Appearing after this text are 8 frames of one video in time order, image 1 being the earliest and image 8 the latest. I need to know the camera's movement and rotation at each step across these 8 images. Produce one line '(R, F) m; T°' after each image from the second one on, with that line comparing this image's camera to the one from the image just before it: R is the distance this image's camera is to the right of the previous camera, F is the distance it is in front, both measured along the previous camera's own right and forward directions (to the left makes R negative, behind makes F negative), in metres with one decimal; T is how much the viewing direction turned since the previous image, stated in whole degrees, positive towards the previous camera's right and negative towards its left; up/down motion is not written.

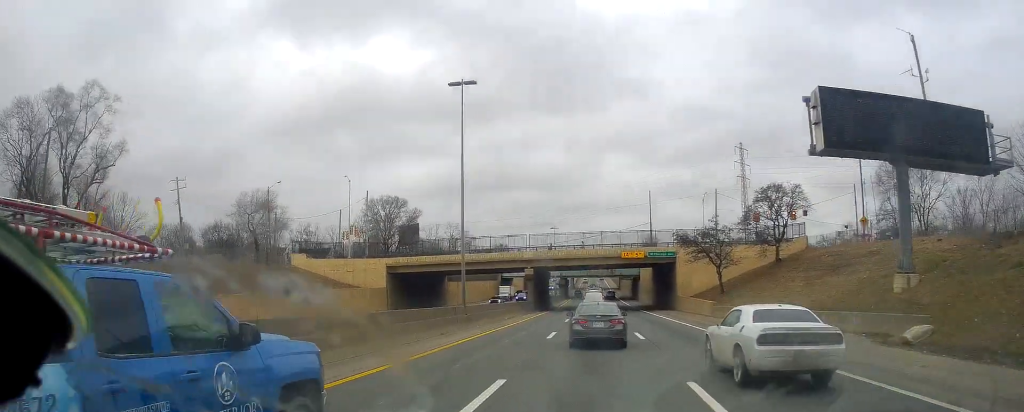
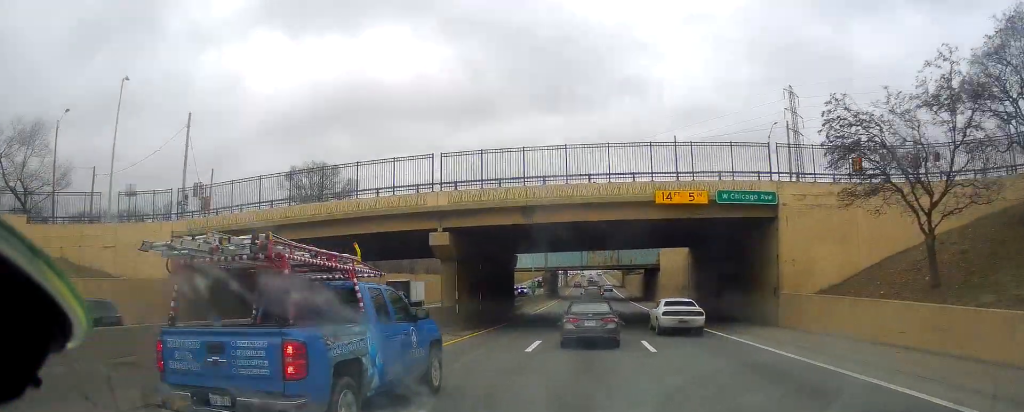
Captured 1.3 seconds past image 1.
(-0.4, +36.4) m; 0°
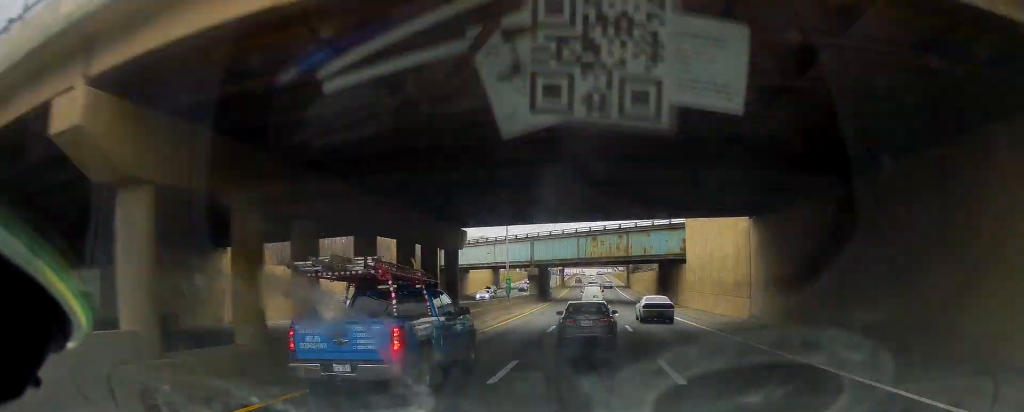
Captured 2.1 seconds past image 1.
(+0.1, +21.4) m; 0°
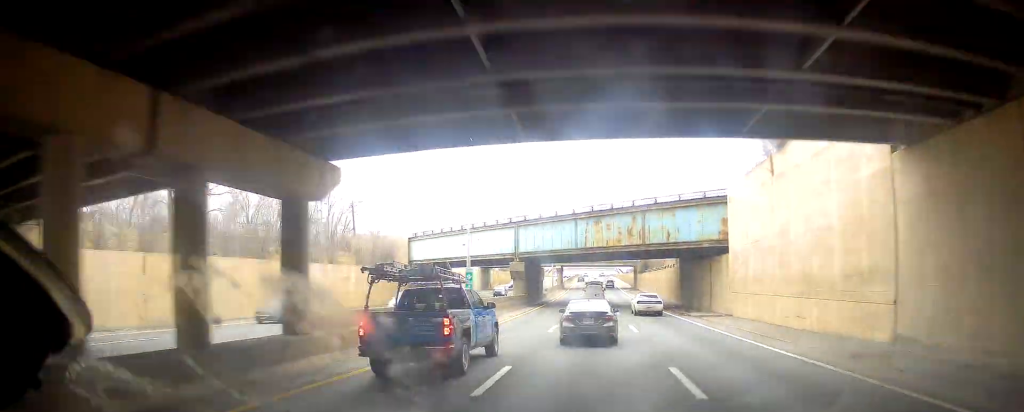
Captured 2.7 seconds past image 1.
(+0.1, +16.8) m; 0°
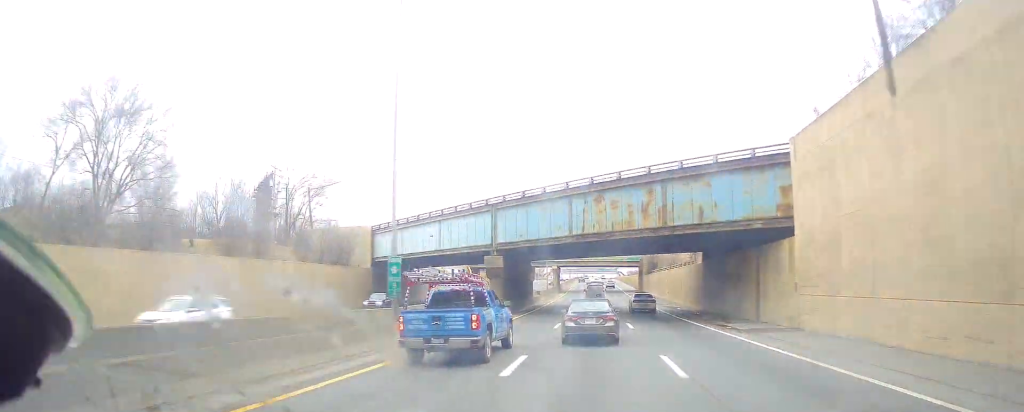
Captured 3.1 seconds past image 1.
(0.0, +13.0) m; -1°
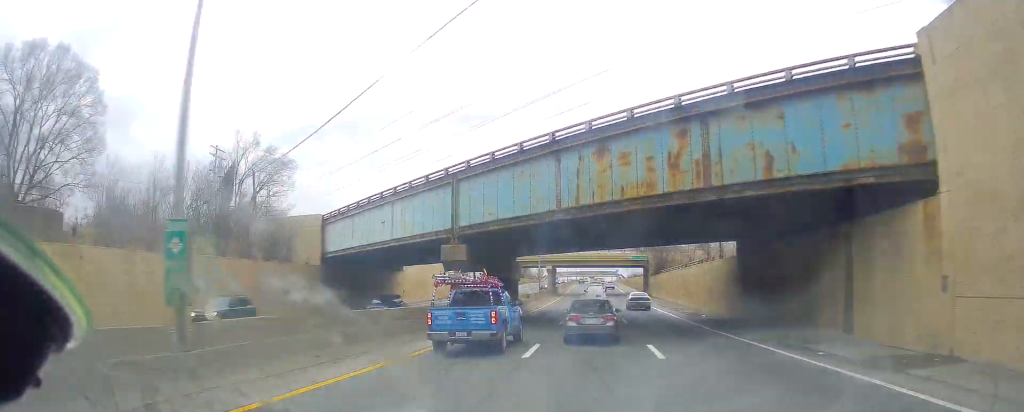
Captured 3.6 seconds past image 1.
(+0.2, +12.1) m; -1°
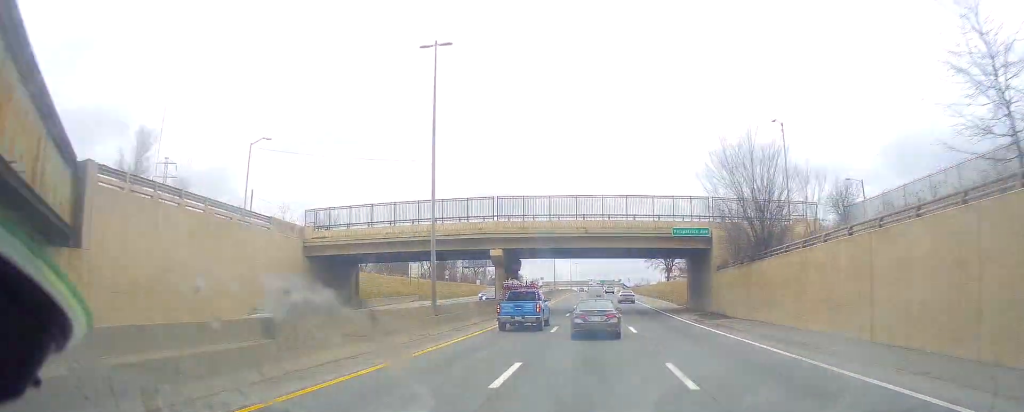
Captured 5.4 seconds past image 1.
(-0.1, +50.9) m; +1°
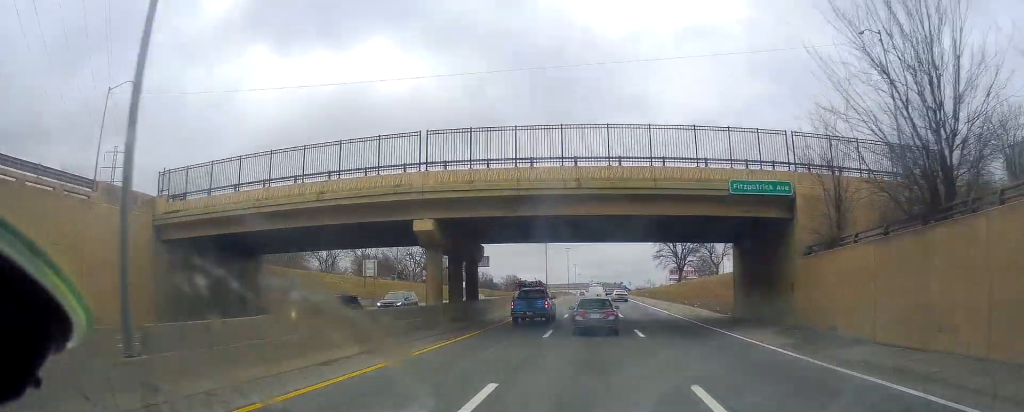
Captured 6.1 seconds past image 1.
(+0.1, +18.6) m; 0°
